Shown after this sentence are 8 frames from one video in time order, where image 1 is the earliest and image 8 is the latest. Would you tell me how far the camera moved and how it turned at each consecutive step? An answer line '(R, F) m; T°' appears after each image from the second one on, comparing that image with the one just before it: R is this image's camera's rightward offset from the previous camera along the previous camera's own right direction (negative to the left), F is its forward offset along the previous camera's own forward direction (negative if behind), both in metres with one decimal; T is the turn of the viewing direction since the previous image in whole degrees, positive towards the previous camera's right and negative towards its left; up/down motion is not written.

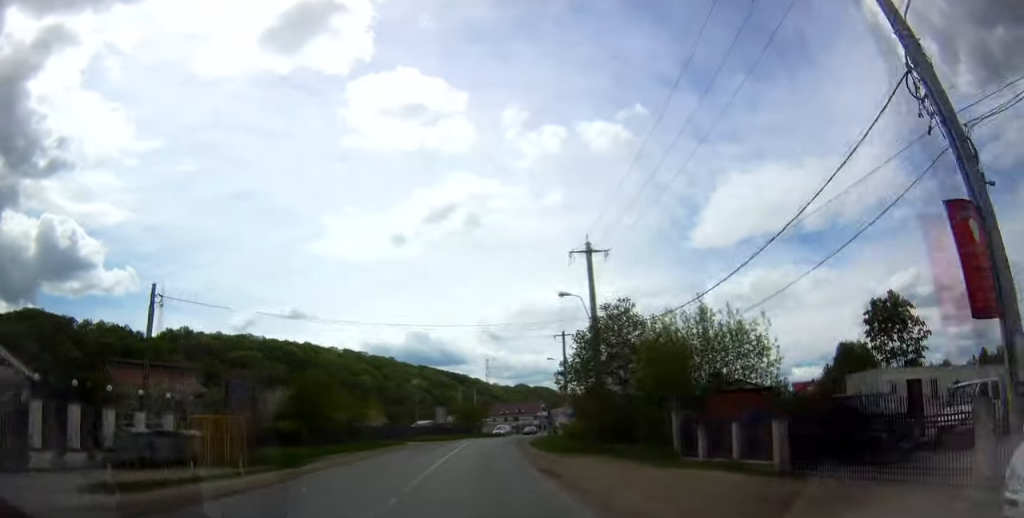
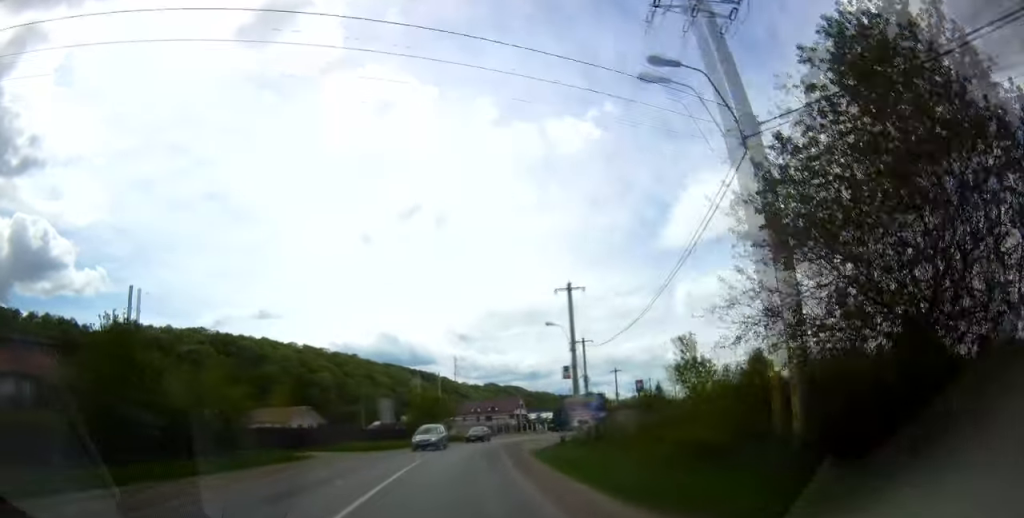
(+1.4, +22.4) m; +6°
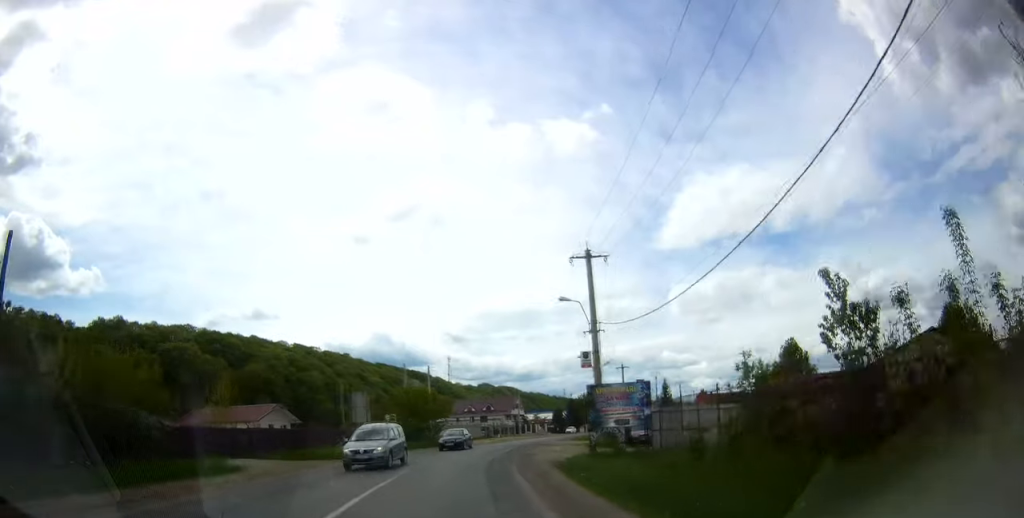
(+0.1, +9.2) m; +1°
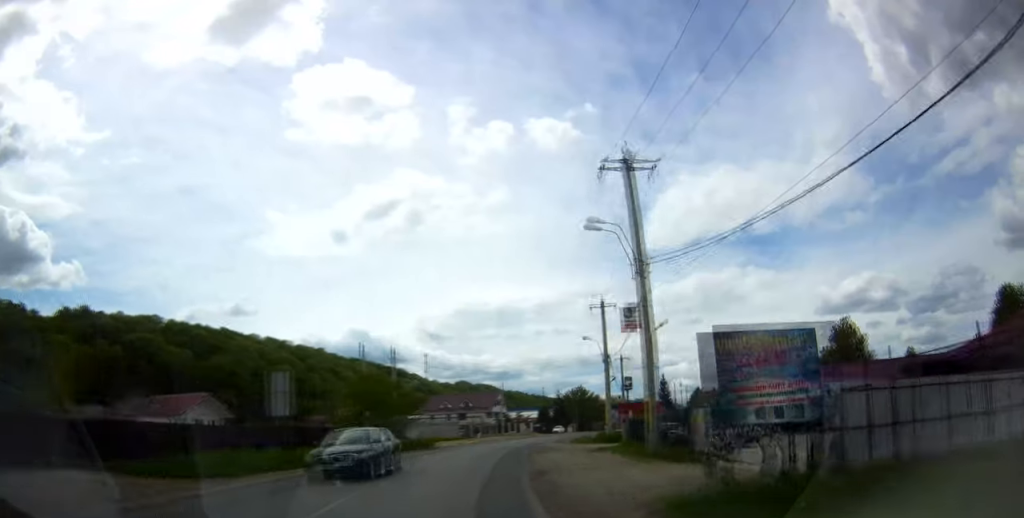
(-0.1, +13.4) m; +2°
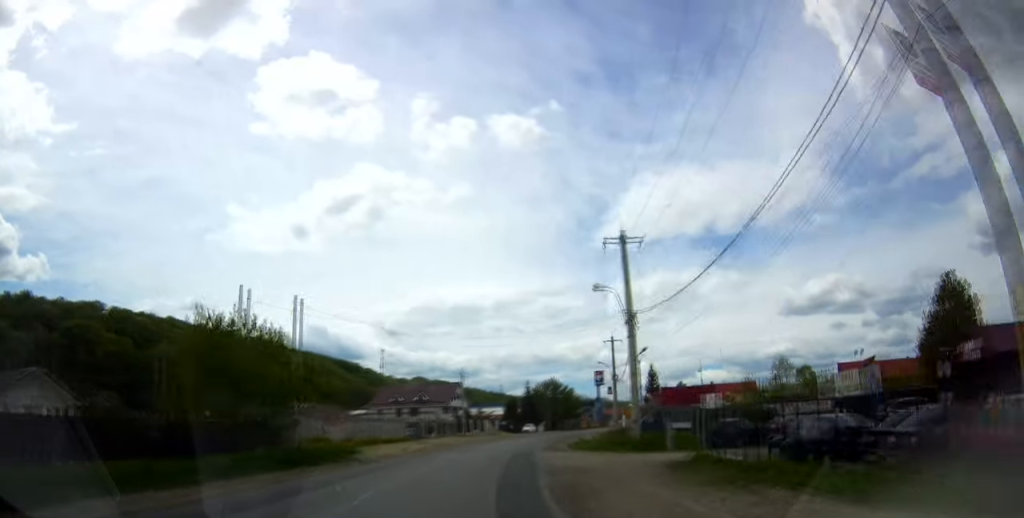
(+0.6, +18.6) m; +3°
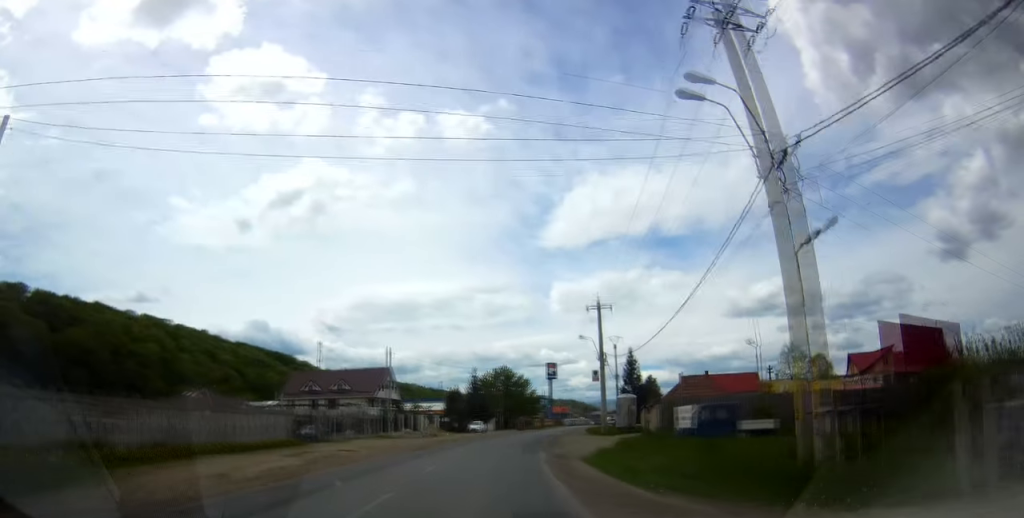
(+0.5, +22.3) m; +2°
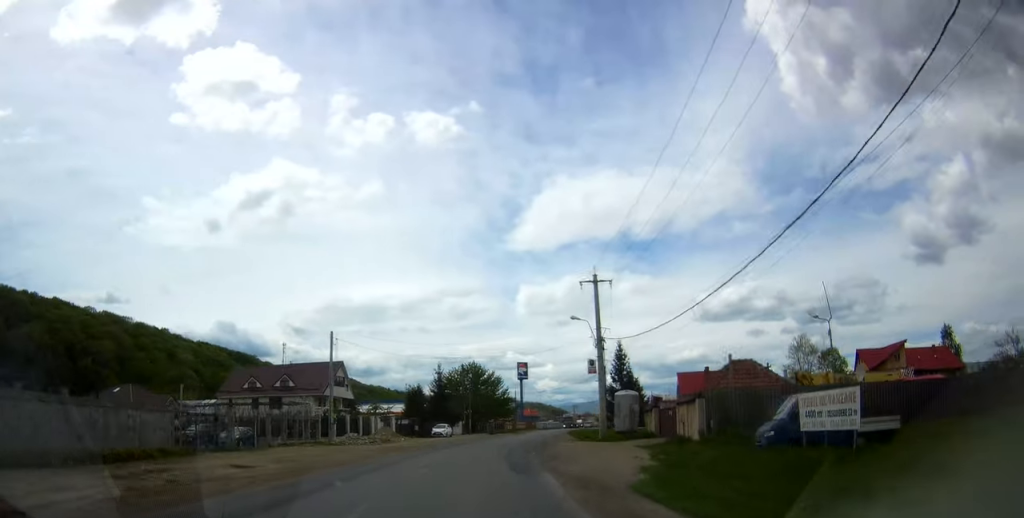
(+0.1, +11.7) m; +3°
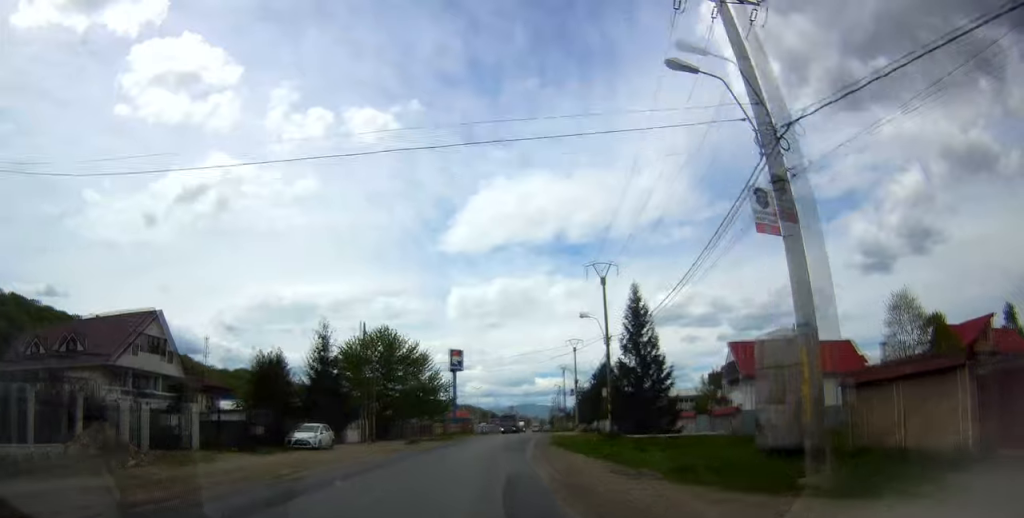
(+2.5, +33.1) m; +9°
